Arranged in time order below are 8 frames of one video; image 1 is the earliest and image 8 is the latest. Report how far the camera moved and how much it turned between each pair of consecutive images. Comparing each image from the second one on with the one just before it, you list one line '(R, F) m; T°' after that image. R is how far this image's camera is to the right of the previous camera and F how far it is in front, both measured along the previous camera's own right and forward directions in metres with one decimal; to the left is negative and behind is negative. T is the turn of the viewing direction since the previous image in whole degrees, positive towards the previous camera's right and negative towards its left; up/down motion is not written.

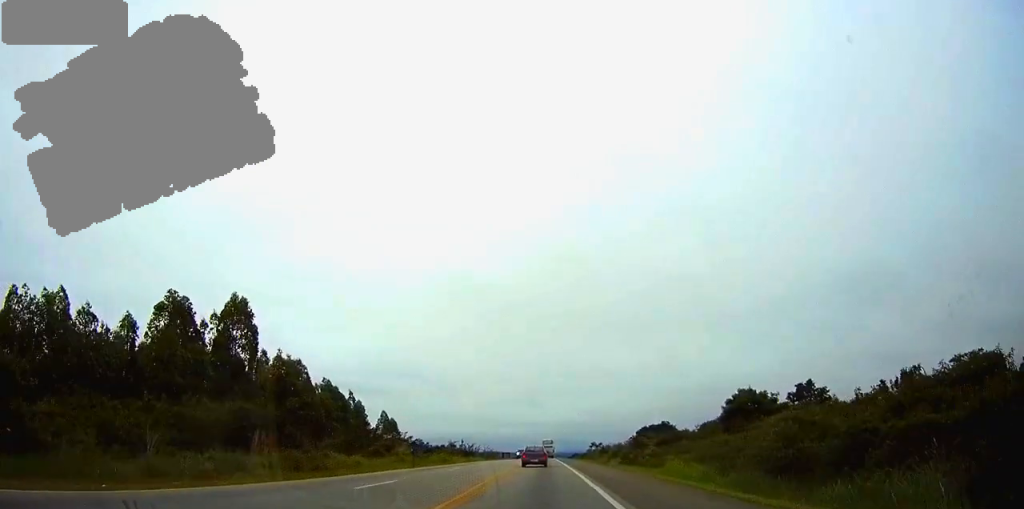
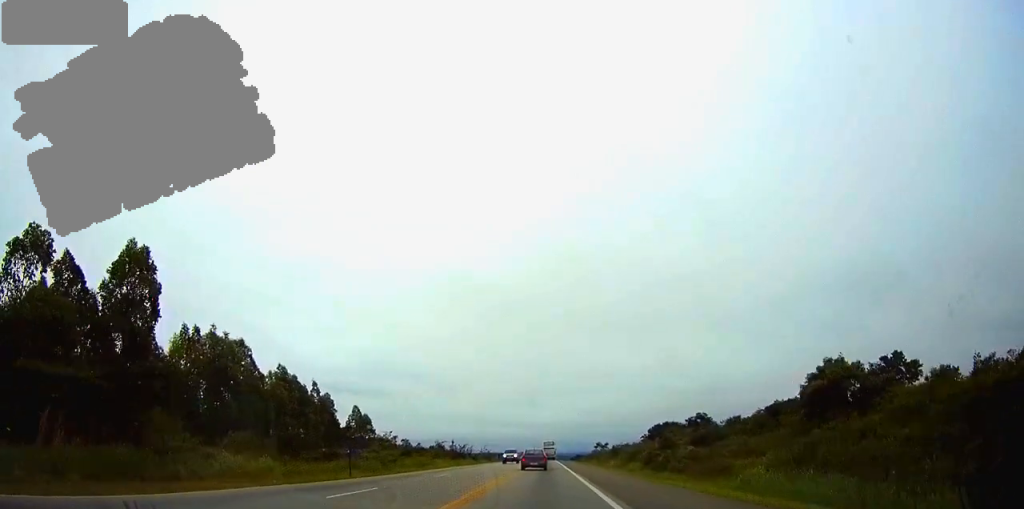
(-0.1, +19.6) m; 0°
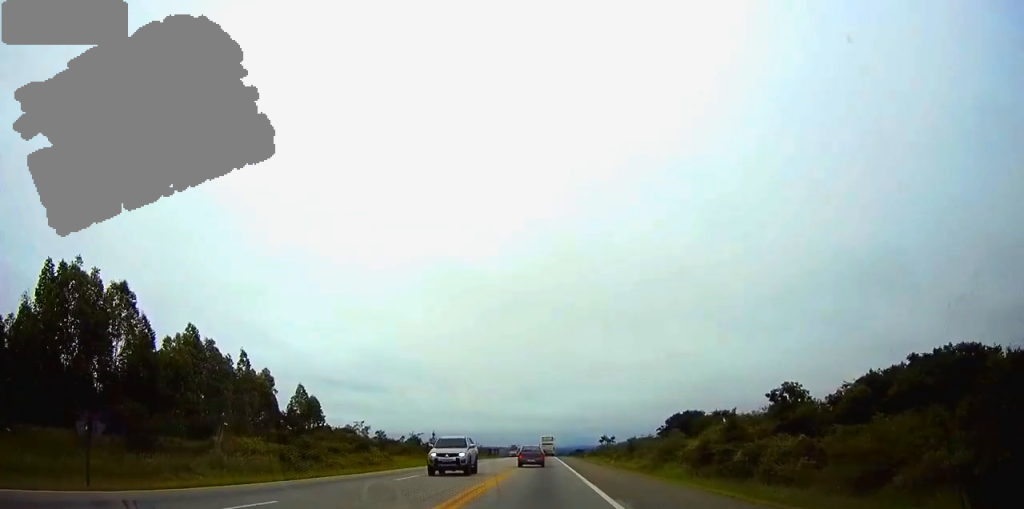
(+0.1, +24.9) m; 0°
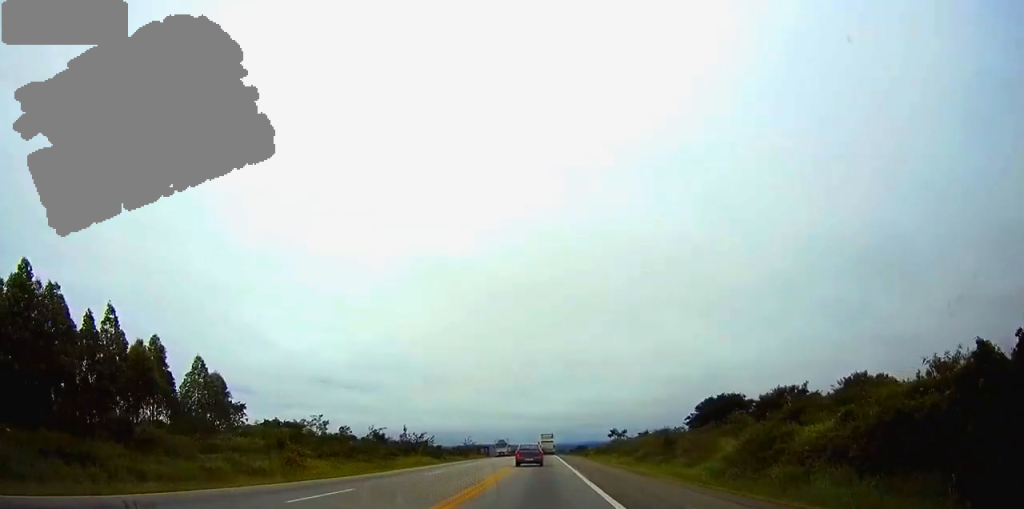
(+0.1, +26.7) m; 0°
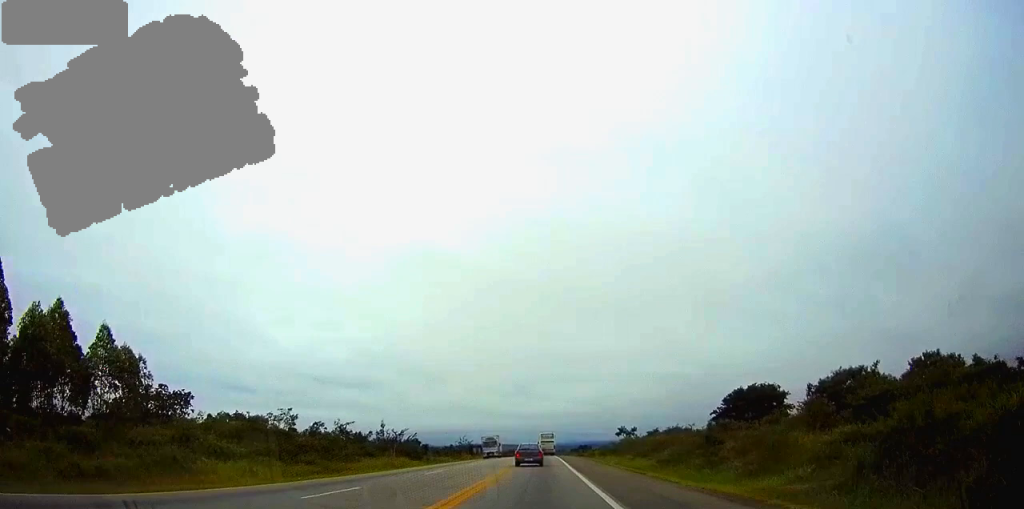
(0.0, +15.3) m; 0°
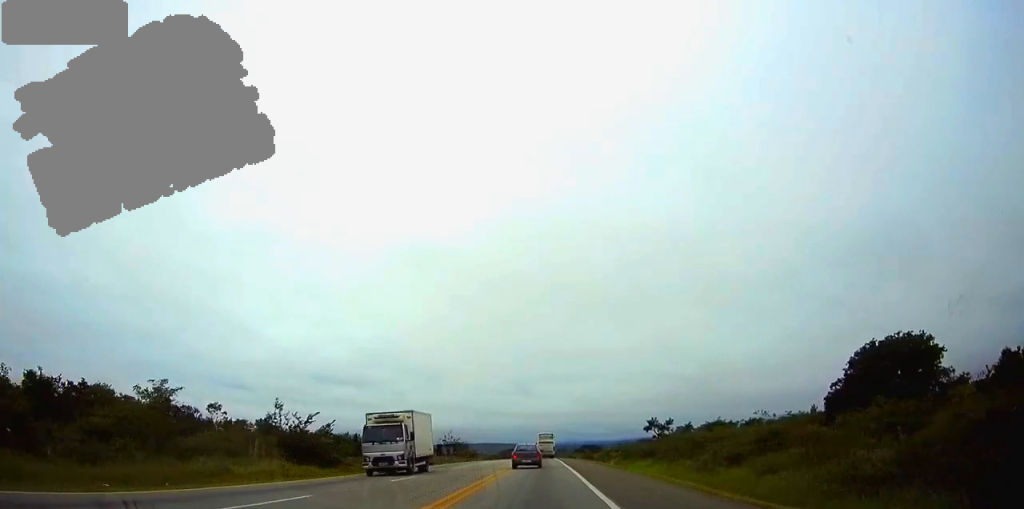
(0.0, +37.3) m; 0°
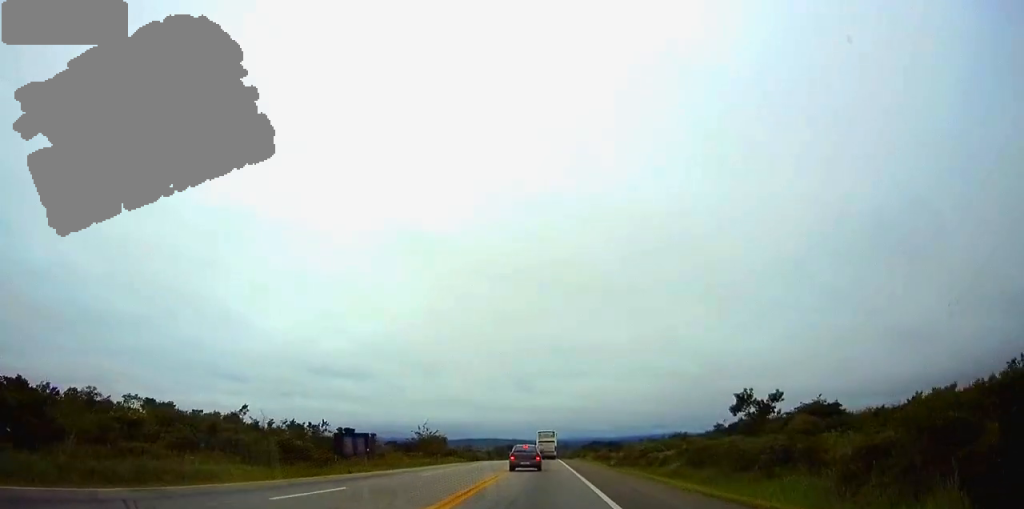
(0.0, +44.0) m; 0°
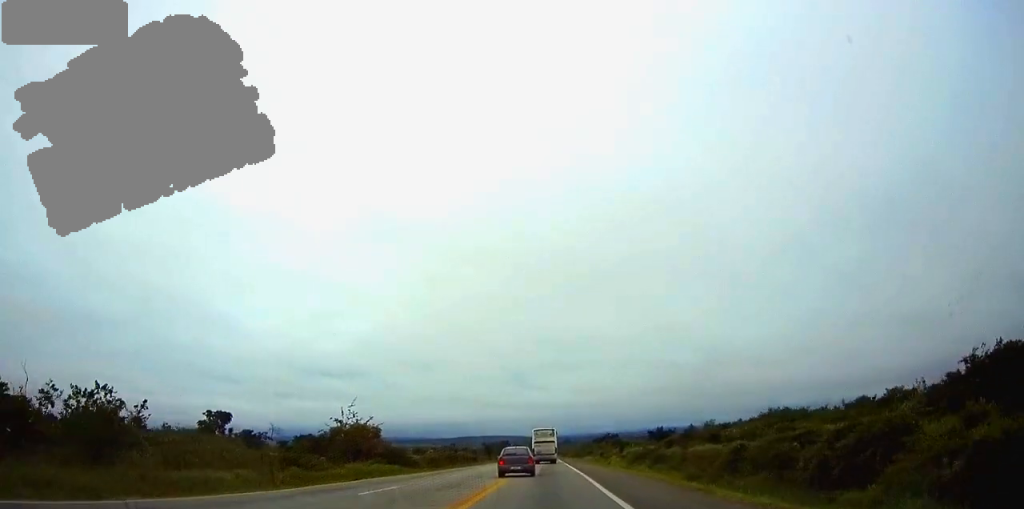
(-0.3, +60.1) m; -1°
